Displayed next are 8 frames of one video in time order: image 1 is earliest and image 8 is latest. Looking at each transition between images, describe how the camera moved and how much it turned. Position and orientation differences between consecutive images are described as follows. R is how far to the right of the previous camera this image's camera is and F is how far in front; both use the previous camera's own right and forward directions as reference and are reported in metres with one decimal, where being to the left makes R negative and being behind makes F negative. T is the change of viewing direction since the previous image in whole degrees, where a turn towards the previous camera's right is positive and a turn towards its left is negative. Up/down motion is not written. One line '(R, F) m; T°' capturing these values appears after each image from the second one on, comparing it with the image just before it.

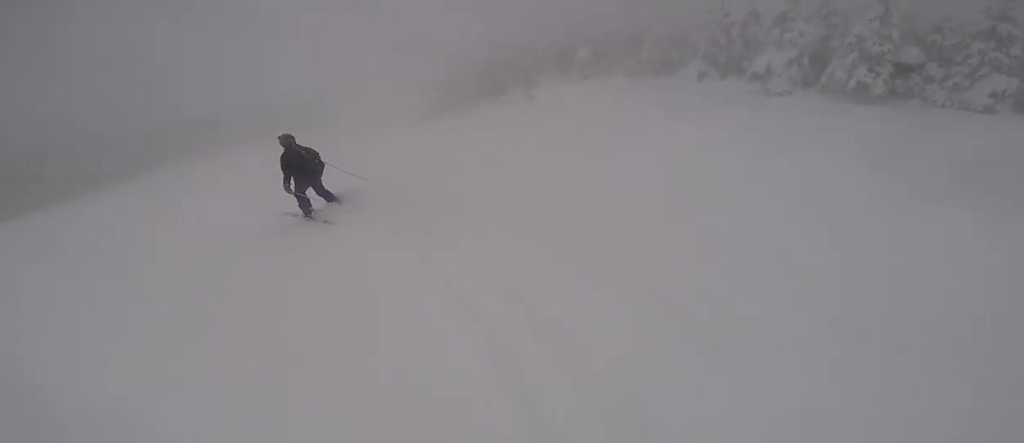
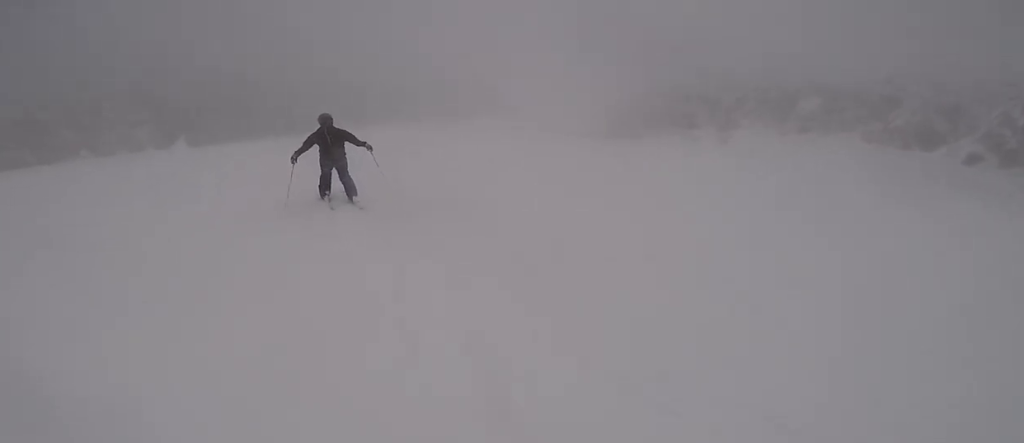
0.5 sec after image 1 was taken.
(-0.2, +3.1) m; -6°
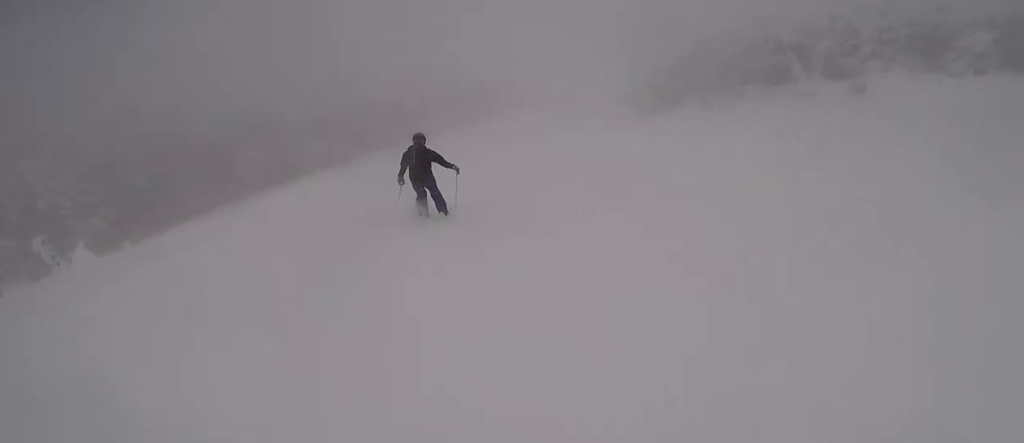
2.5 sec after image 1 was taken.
(-2.9, +13.0) m; -11°
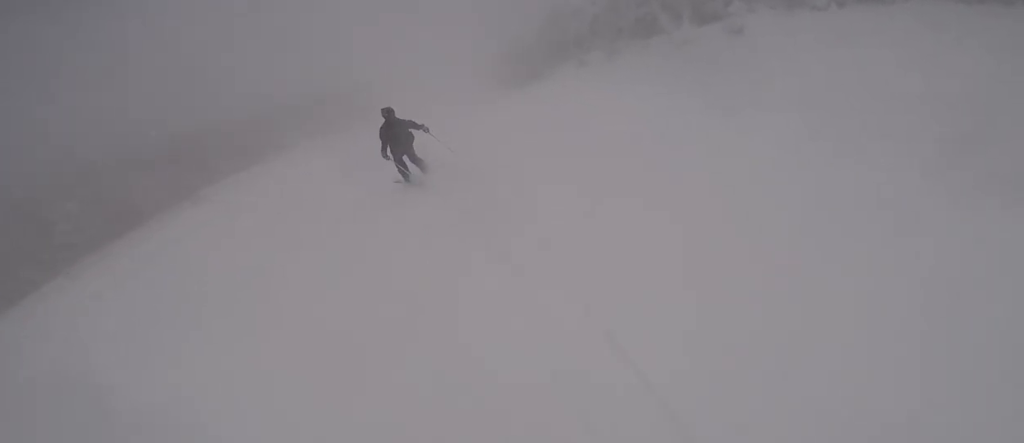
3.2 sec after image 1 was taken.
(+0.9, +4.5) m; +17°
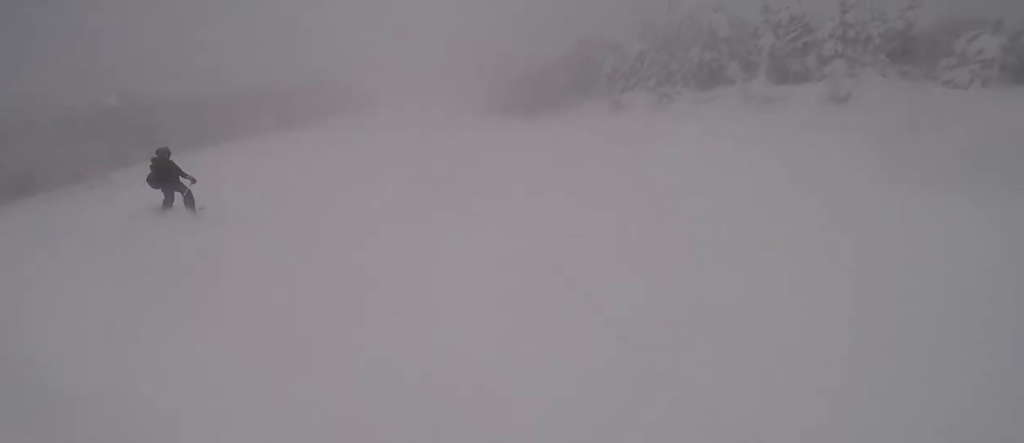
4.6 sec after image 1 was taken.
(+1.8, +9.2) m; +2°
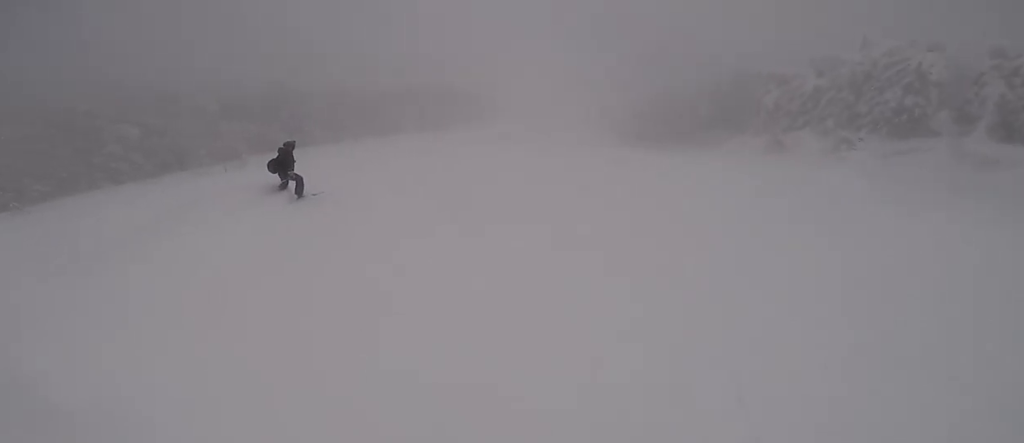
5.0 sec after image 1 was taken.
(-0.4, +2.7) m; -10°
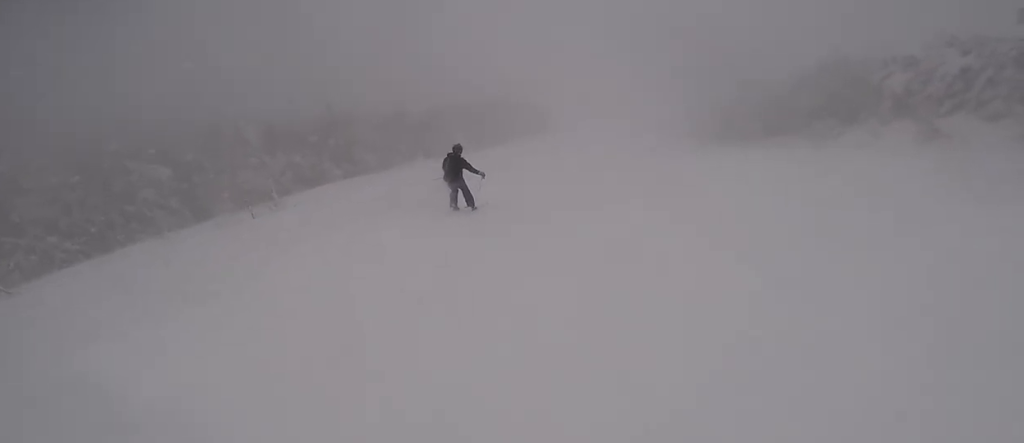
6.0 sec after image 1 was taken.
(-1.4, +6.4) m; -5°
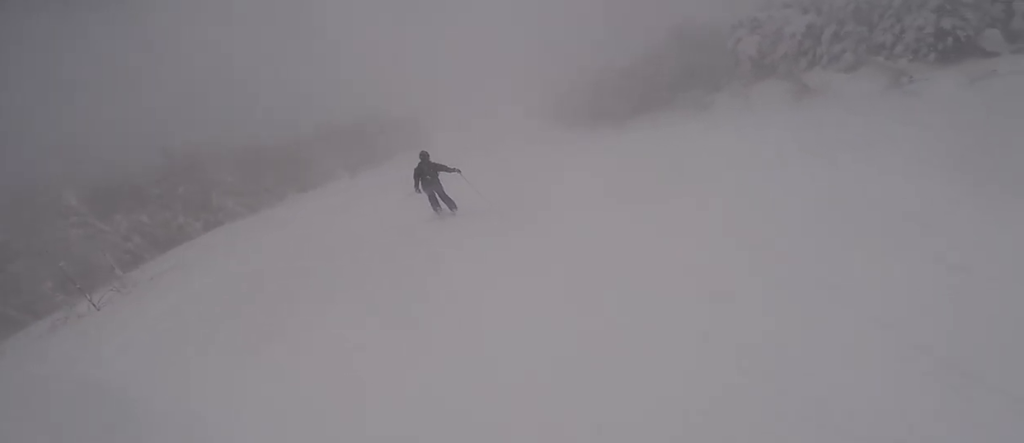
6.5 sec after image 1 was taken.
(-0.9, +3.2) m; +6°
